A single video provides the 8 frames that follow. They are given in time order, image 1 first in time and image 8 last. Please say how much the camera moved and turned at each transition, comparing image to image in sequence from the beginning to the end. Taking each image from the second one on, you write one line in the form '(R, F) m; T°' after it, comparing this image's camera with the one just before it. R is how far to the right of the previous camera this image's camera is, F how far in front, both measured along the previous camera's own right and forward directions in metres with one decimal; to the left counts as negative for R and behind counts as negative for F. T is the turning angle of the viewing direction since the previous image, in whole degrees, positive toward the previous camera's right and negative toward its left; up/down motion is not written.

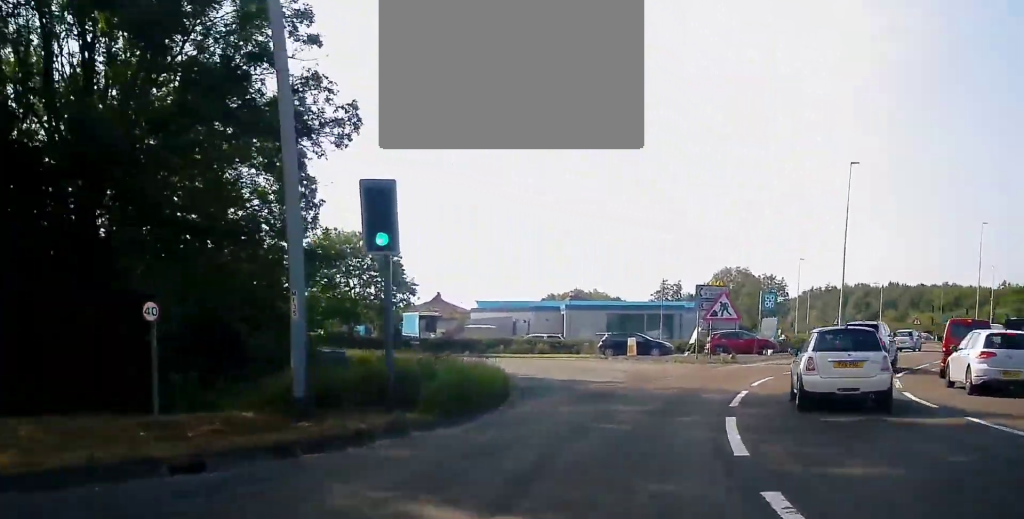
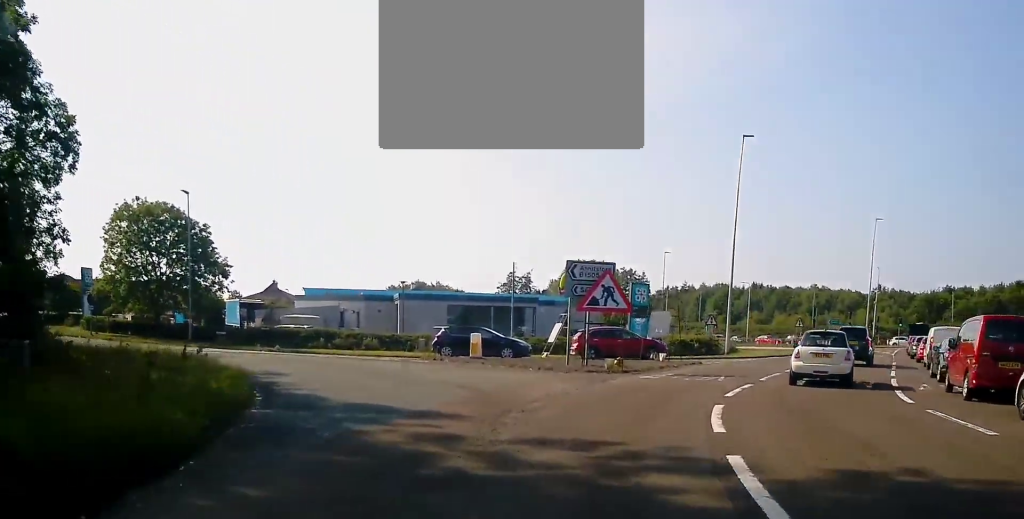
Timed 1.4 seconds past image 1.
(+1.5, +10.4) m; +14°
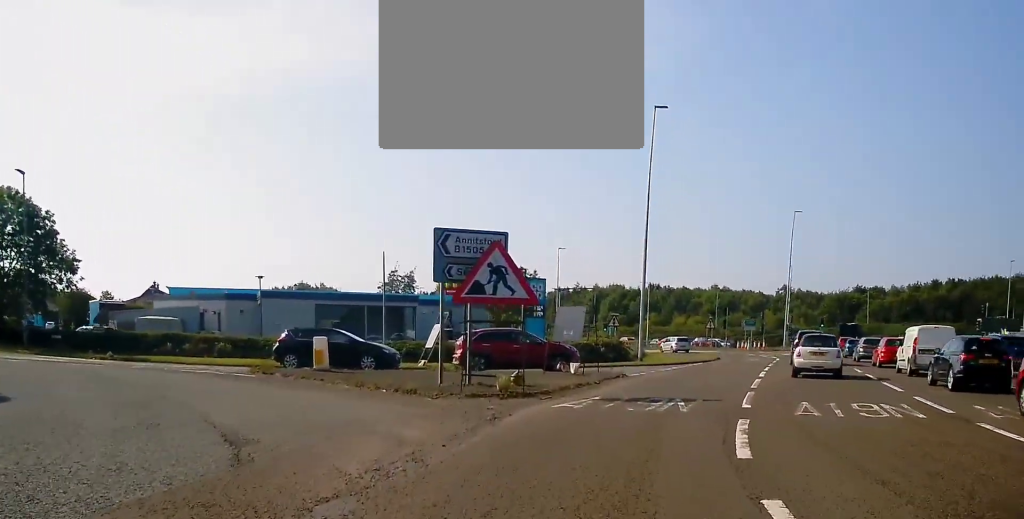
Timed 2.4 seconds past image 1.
(+0.3, +8.6) m; +7°
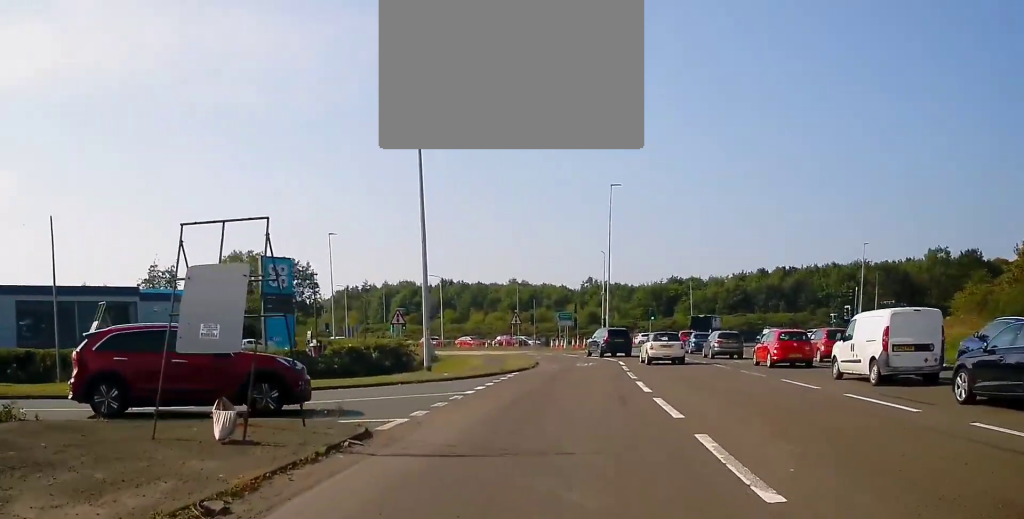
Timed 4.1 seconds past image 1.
(+1.1, +14.5) m; +8°
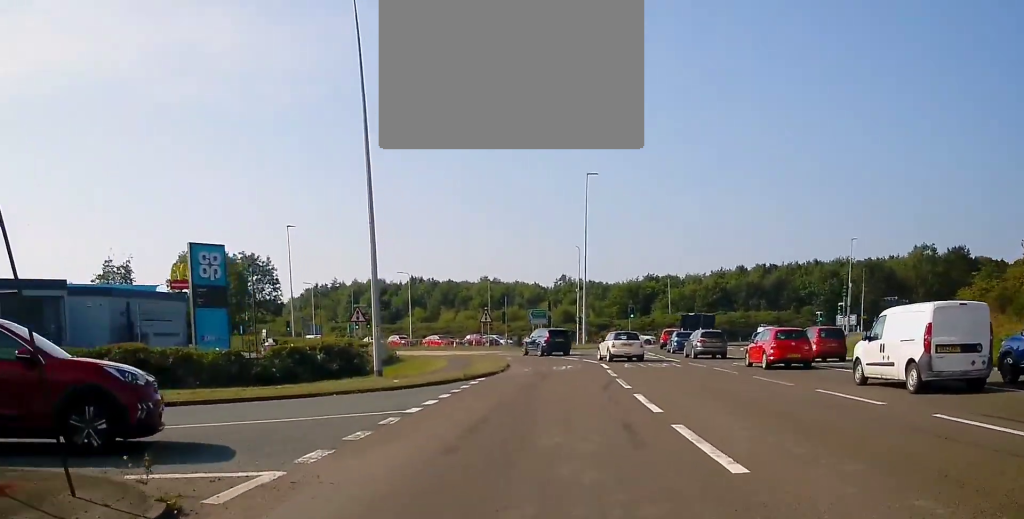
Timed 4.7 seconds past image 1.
(+0.2, +5.0) m; +2°
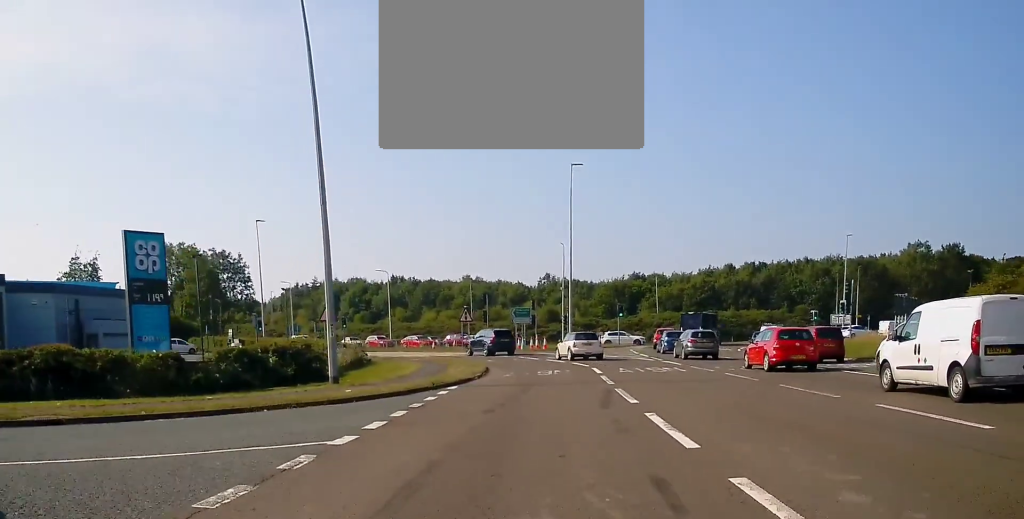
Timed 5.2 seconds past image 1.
(+0.2, +4.4) m; +1°
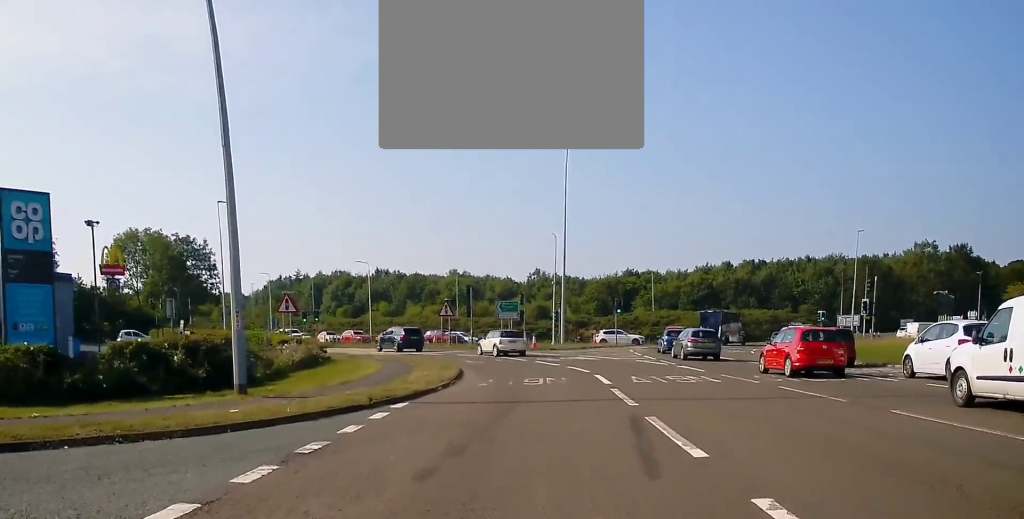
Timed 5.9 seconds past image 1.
(0.0, +7.1) m; 0°
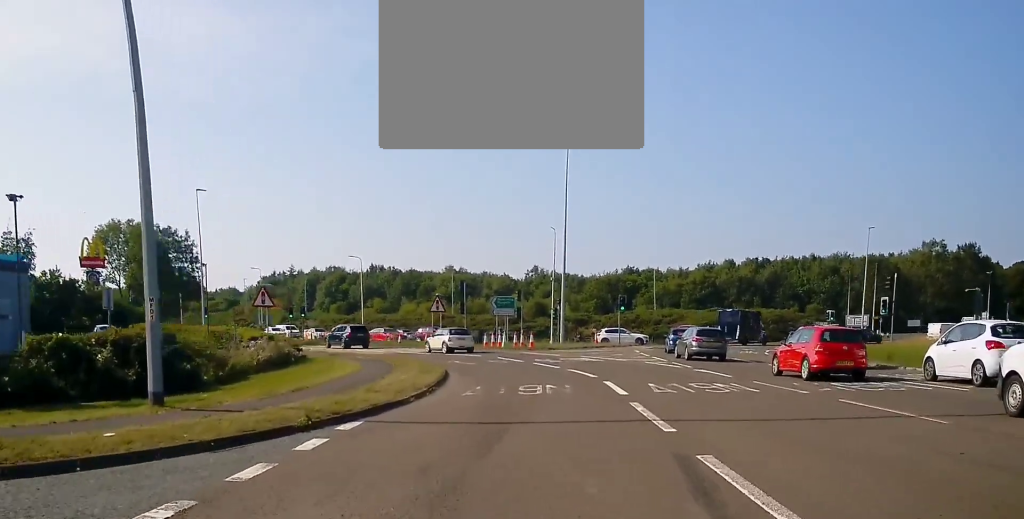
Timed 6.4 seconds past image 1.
(0.0, +4.1) m; -1°
